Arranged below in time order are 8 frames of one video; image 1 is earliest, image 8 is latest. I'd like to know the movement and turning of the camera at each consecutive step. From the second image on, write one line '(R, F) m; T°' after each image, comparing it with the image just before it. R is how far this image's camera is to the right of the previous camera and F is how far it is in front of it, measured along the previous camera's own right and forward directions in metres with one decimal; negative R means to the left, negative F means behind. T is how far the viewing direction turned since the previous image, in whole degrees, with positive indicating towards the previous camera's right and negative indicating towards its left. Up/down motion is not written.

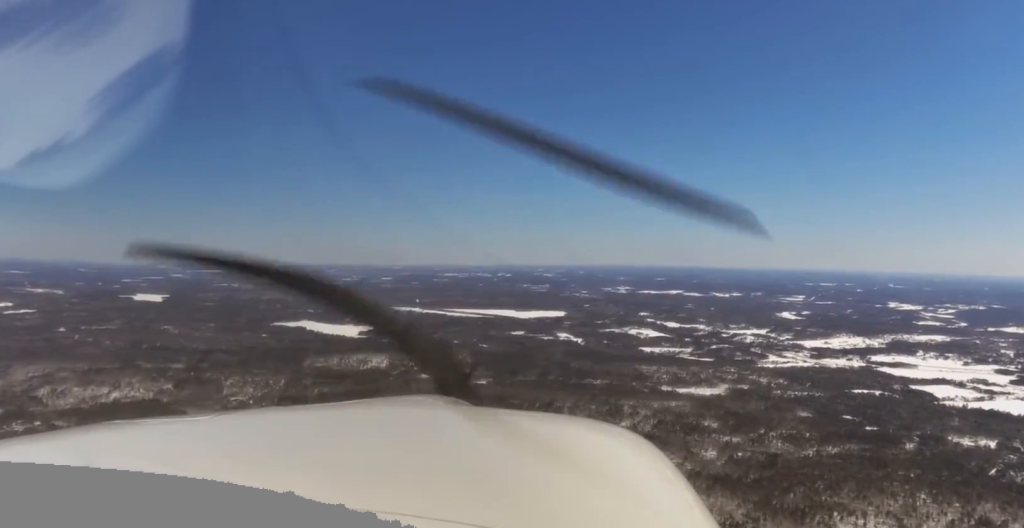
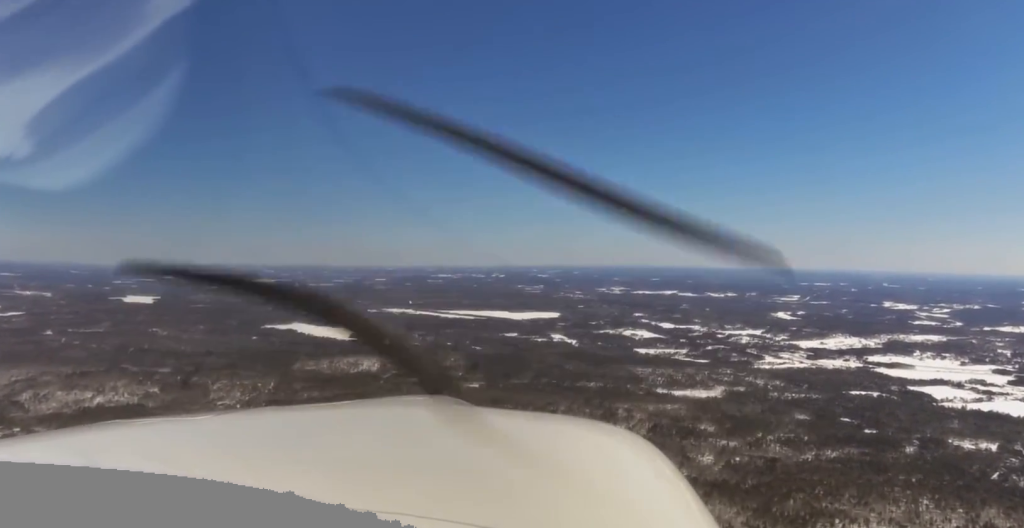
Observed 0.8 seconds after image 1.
(-0.4, +49.8) m; 0°
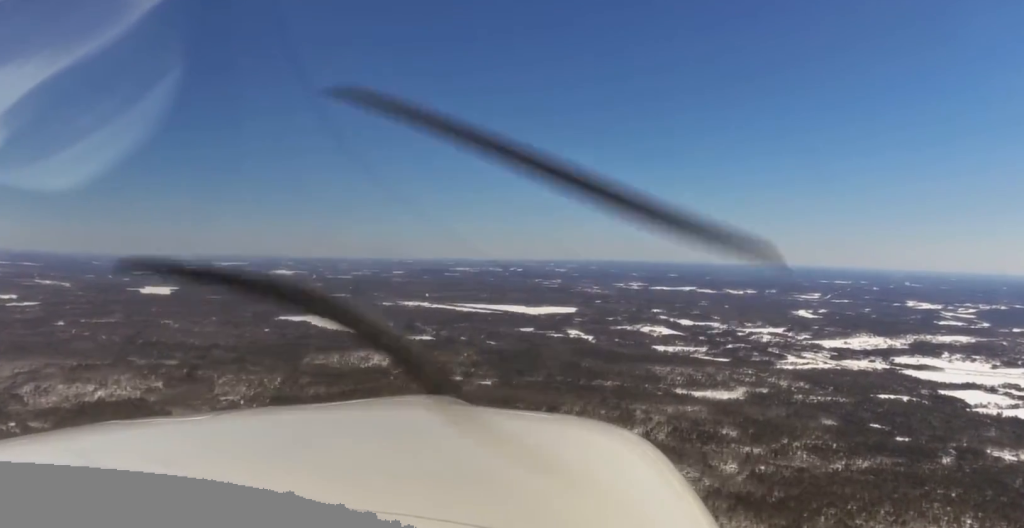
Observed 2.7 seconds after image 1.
(+0.7, +123.2) m; 0°
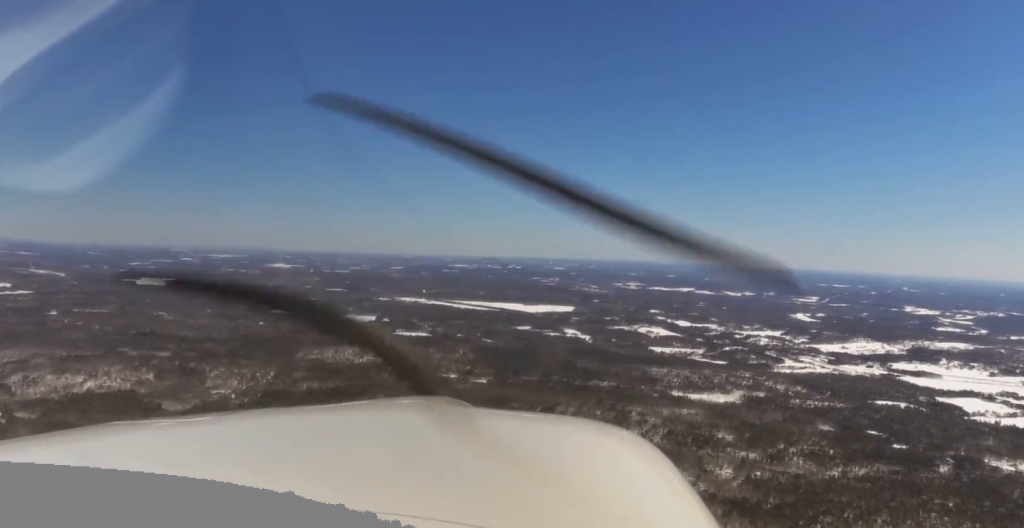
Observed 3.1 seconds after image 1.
(+0.1, +28.0) m; 0°
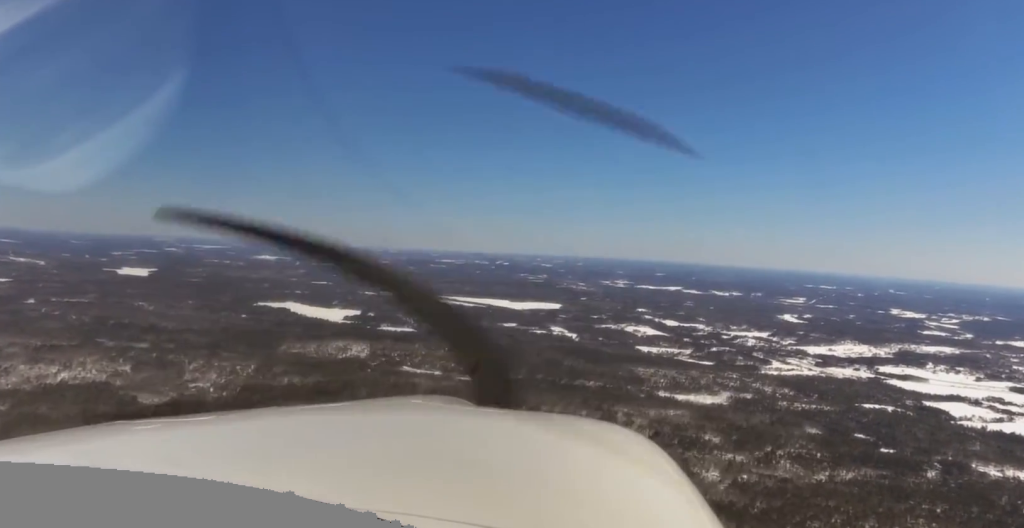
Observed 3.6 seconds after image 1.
(-0.4, +34.5) m; 0°
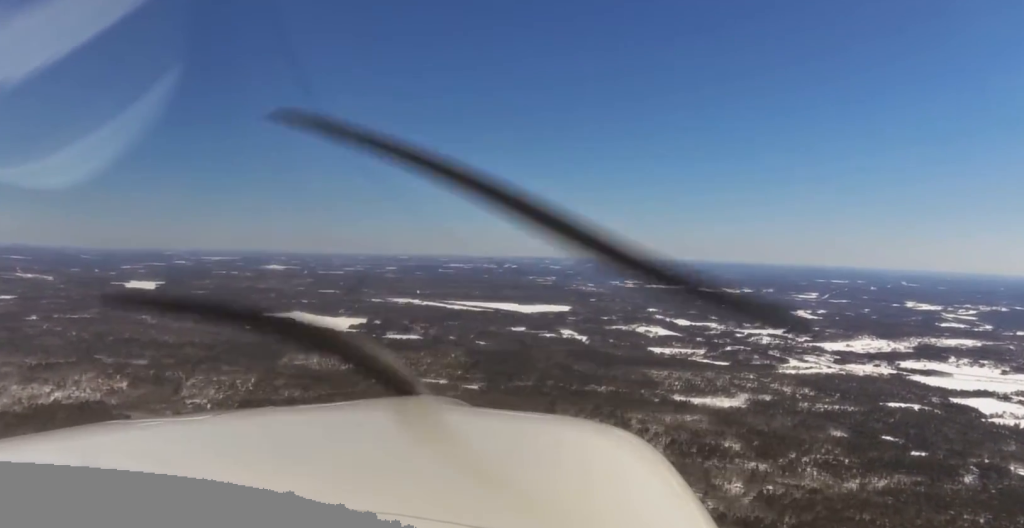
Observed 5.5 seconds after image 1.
(-0.2, +118.7) m; 0°
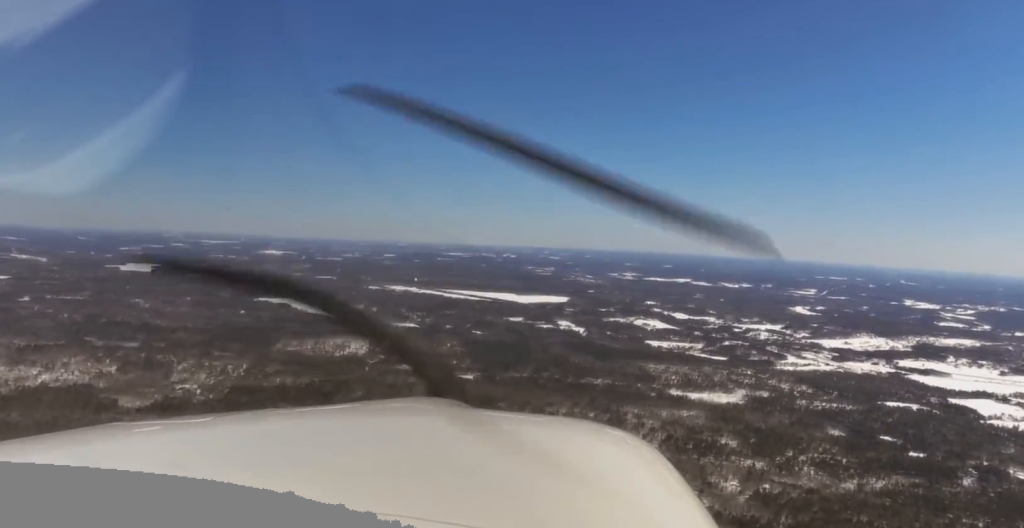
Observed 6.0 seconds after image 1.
(+0.5, +37.0) m; 0°
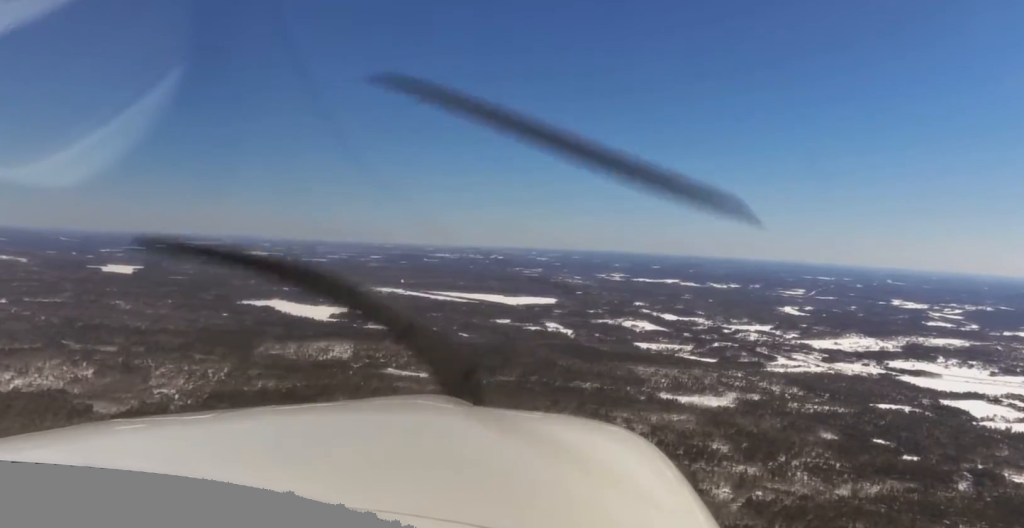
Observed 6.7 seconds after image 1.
(-0.6, +45.8) m; 0°
